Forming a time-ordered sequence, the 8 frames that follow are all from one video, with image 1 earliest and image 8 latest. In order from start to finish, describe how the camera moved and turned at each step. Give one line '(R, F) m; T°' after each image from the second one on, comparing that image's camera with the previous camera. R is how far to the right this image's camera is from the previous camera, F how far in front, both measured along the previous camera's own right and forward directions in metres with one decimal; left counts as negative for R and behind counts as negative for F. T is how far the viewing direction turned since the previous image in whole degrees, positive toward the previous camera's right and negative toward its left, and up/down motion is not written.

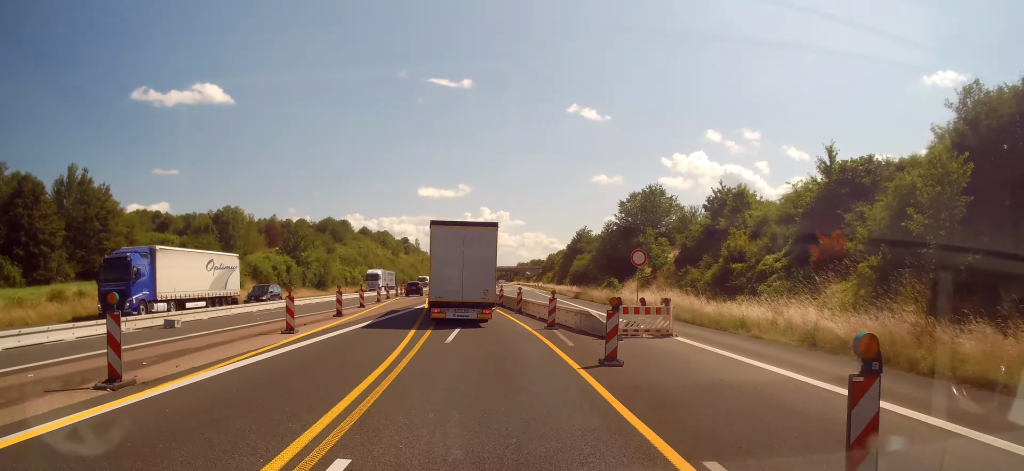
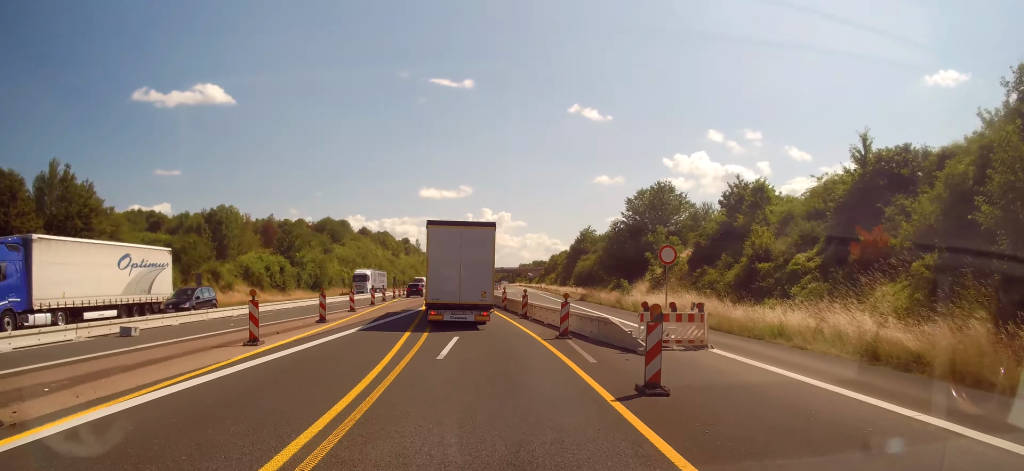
(+0.1, +3.3) m; +1°
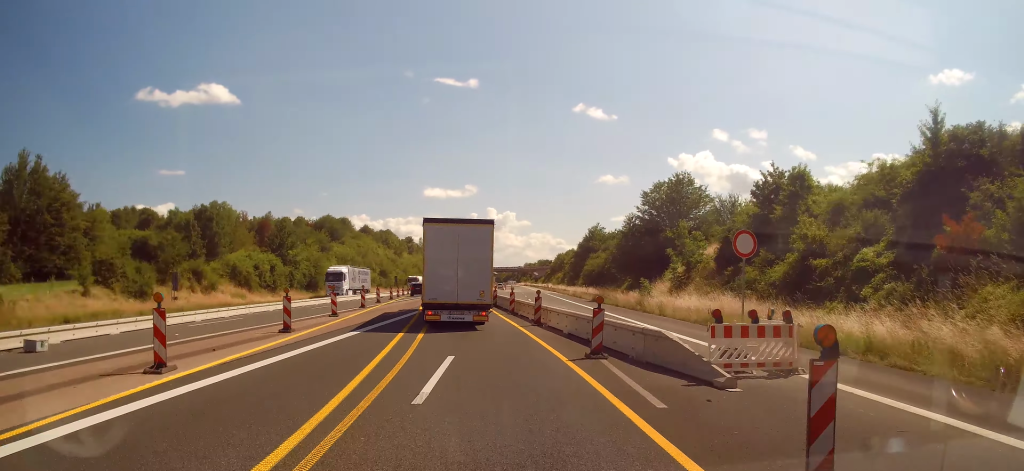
(+0.1, +5.1) m; -1°
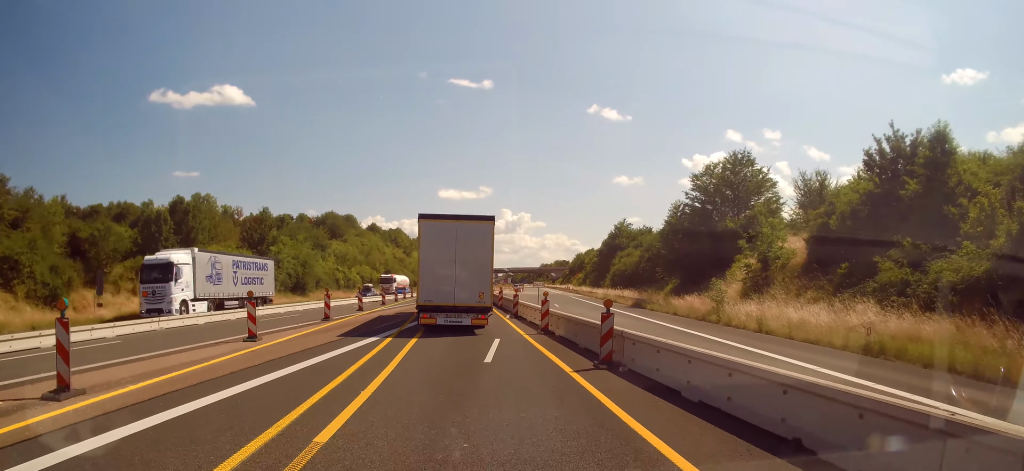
(-0.9, +13.1) m; -3°
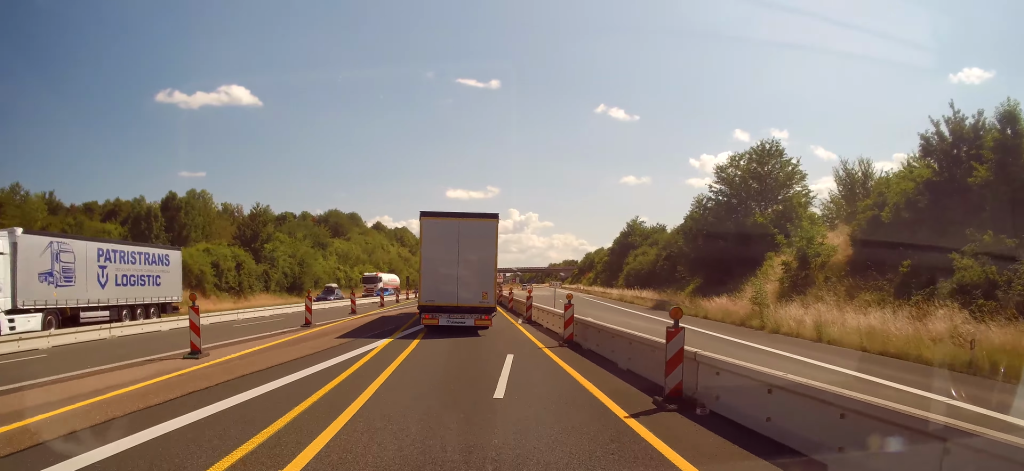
(+0.3, +4.2) m; +2°
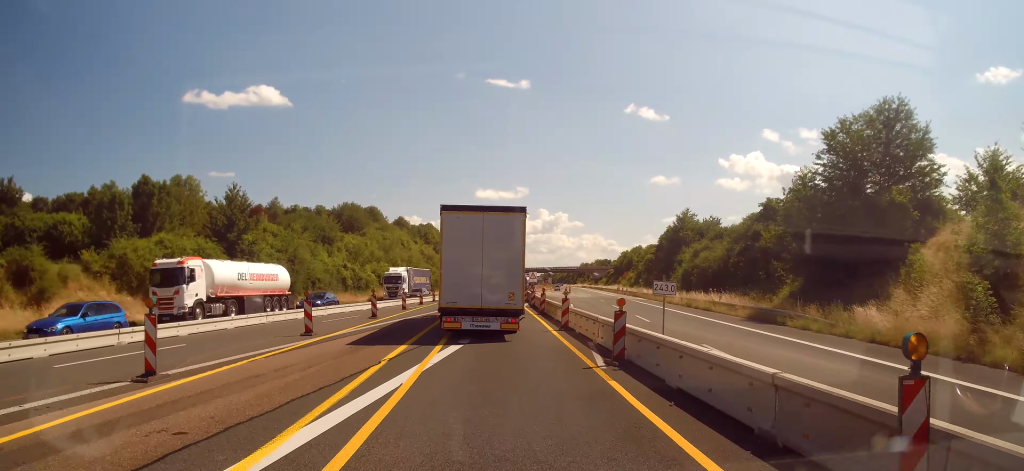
(-0.4, +14.2) m; -4°
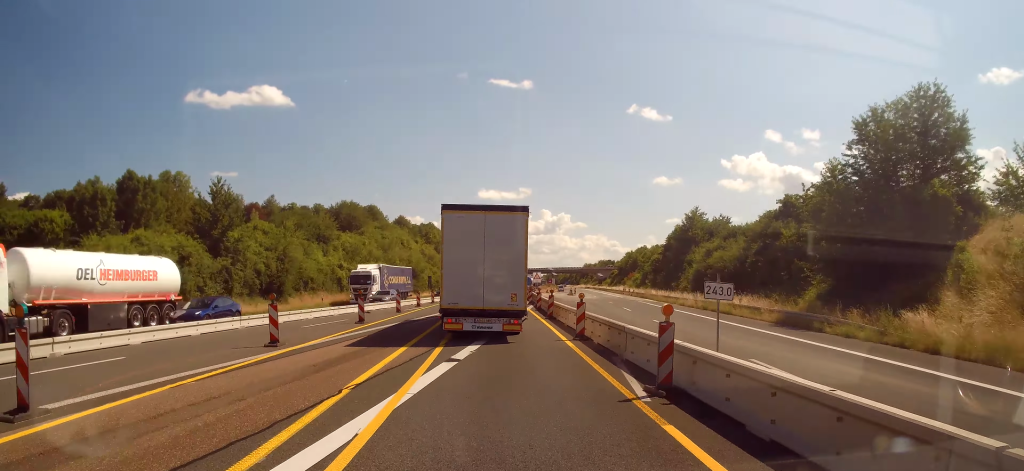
(-0.1, +3.4) m; 0°
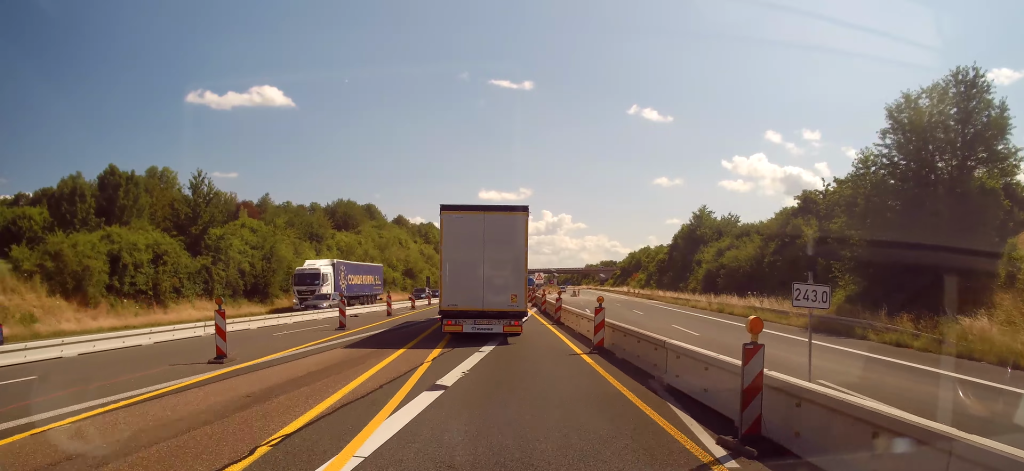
(+0.2, +3.6) m; +1°
